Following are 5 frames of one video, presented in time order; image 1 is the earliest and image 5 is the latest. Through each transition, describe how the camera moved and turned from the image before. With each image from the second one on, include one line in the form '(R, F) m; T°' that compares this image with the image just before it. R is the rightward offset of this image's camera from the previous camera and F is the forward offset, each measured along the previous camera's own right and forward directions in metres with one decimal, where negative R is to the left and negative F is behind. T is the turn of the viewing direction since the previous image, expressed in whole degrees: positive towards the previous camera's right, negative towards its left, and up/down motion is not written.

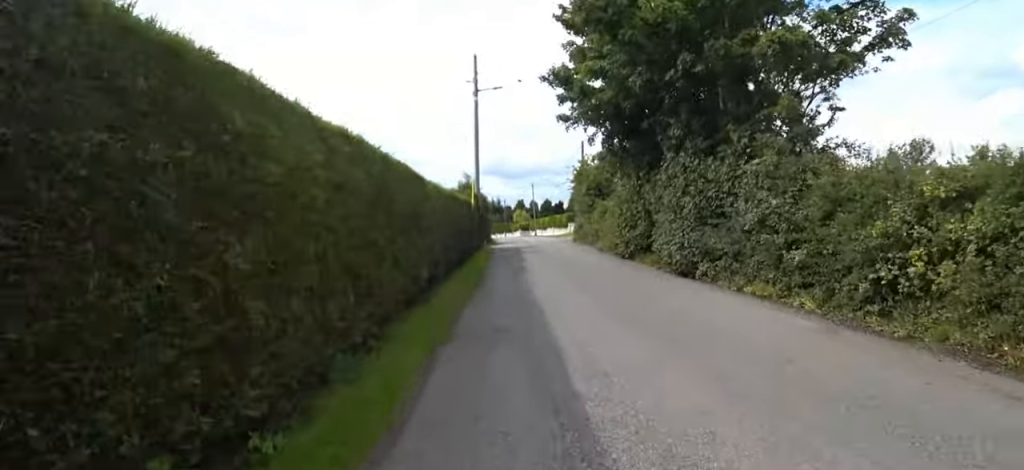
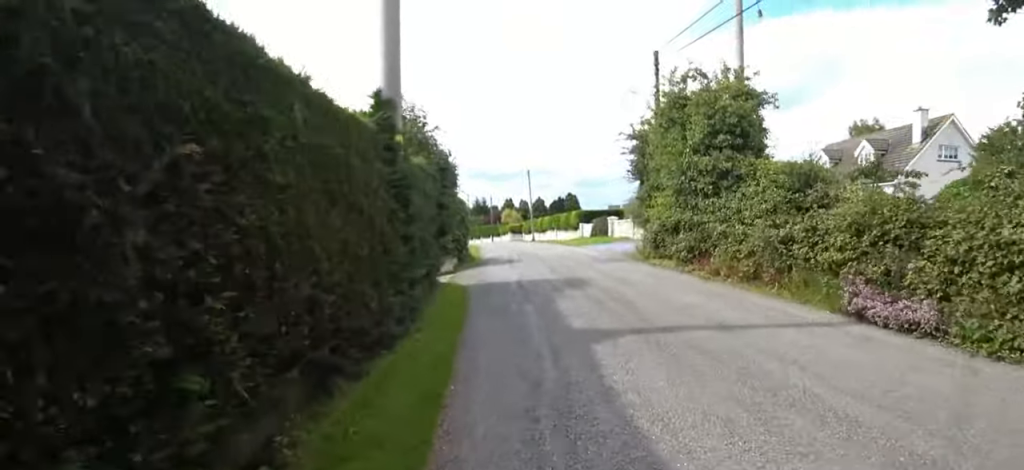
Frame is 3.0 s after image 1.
(+2.1, +13.4) m; +14°
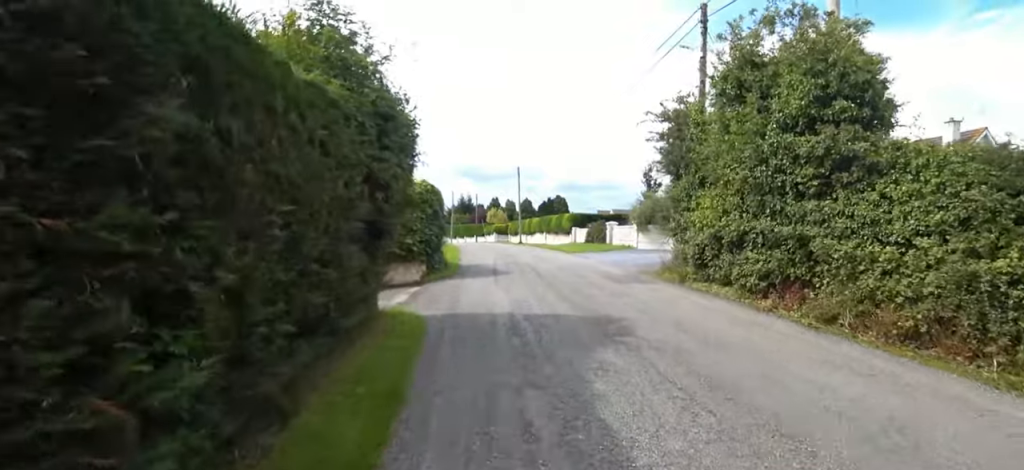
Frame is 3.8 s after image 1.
(0.0, +3.5) m; +5°
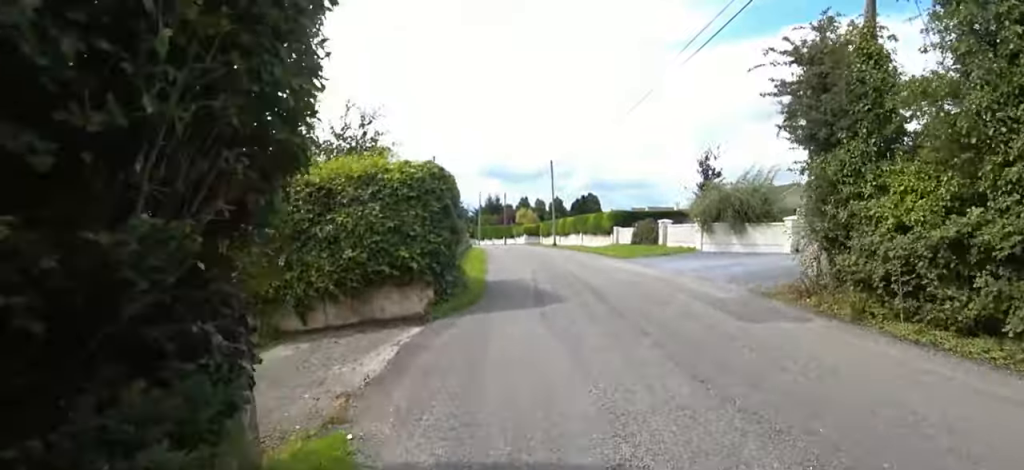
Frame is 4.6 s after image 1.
(+0.3, +3.6) m; +3°
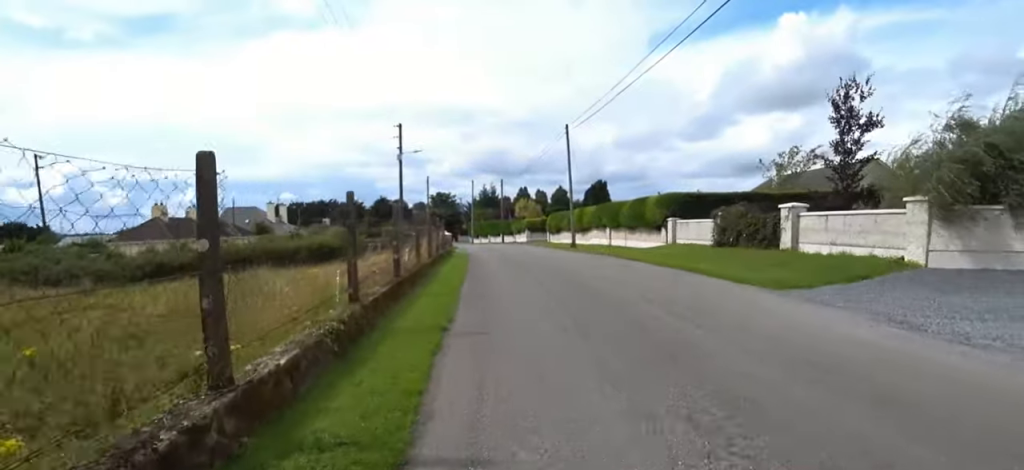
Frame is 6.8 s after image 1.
(-0.7, +10.1) m; -8°
